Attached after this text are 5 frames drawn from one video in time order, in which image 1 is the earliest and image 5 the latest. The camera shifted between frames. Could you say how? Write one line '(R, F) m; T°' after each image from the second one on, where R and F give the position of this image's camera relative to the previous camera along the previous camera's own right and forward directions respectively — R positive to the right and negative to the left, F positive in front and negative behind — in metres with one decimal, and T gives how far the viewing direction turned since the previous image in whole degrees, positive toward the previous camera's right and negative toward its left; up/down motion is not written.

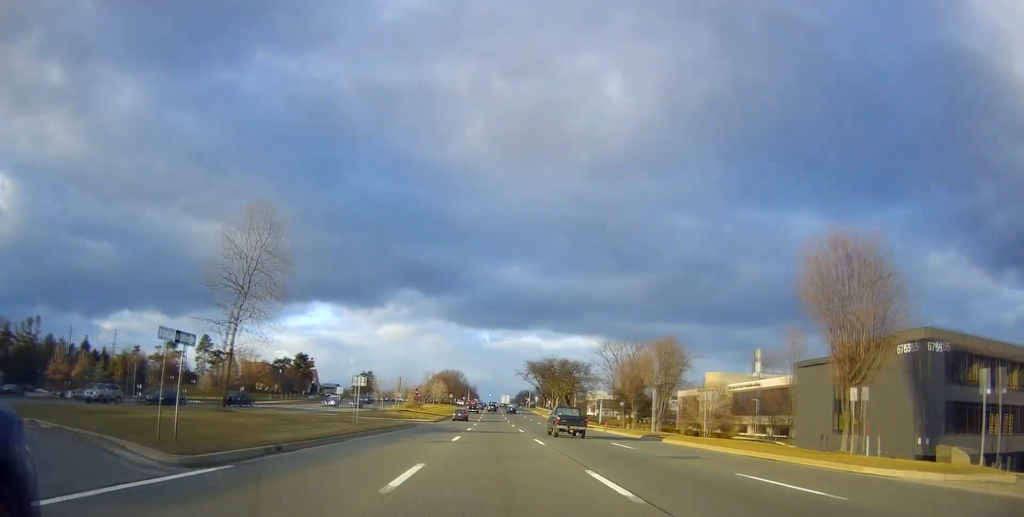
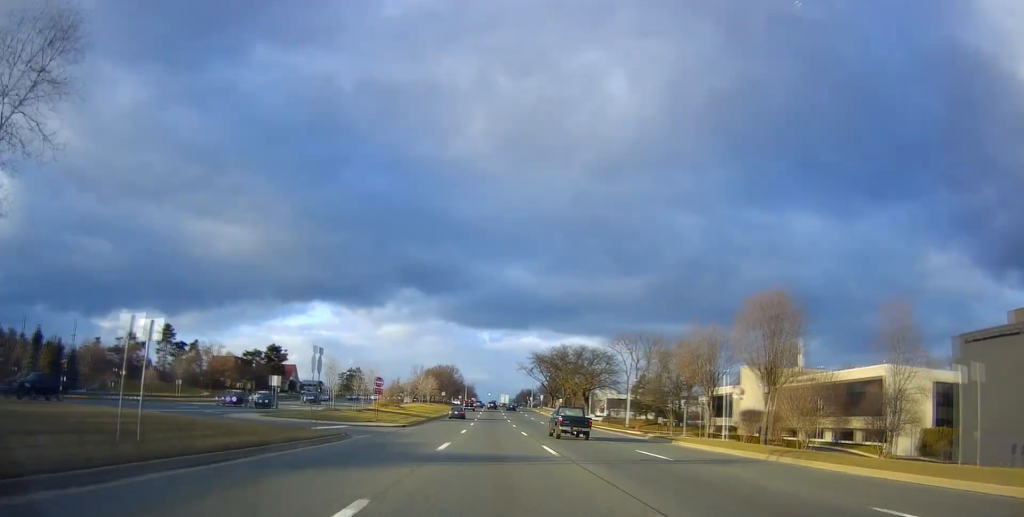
(-0.7, +21.0) m; 0°
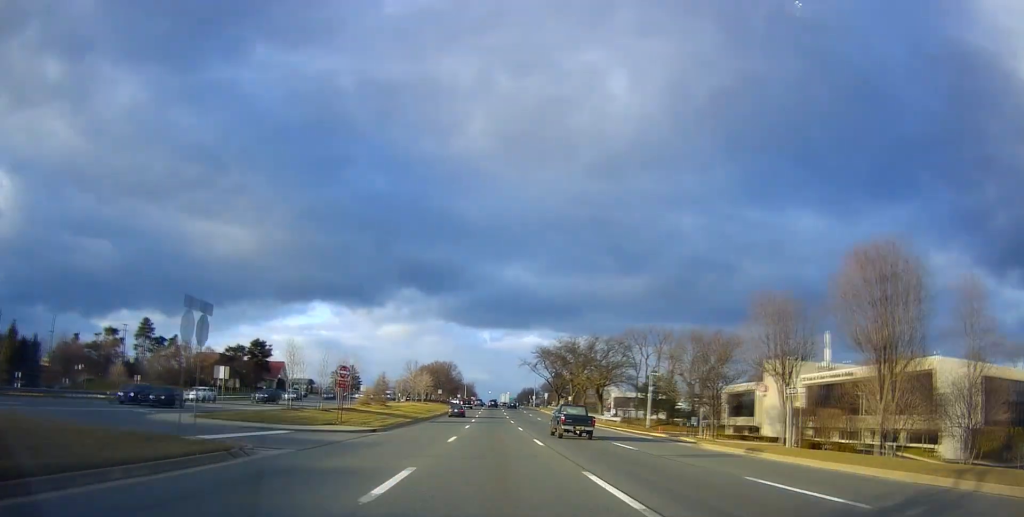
(+0.3, +10.4) m; +1°
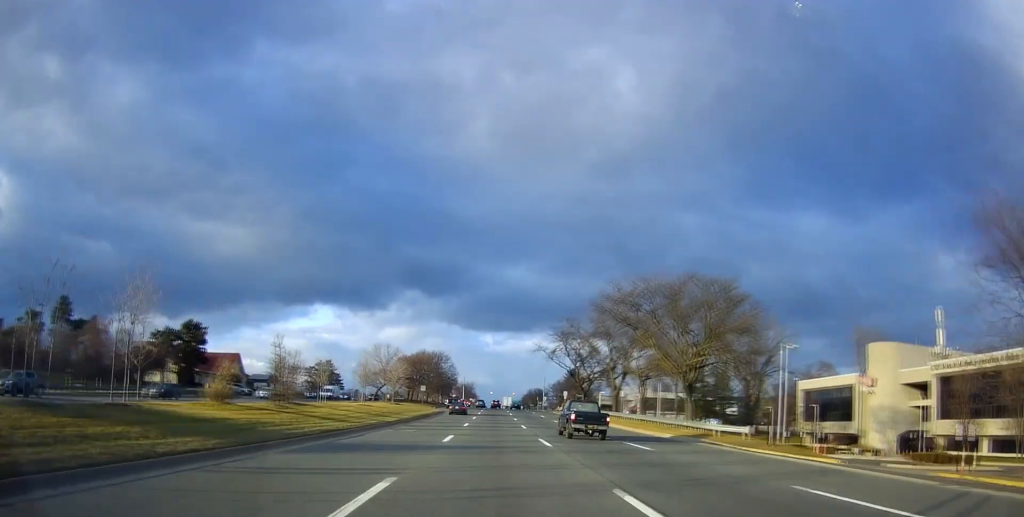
(+0.6, +32.7) m; 0°
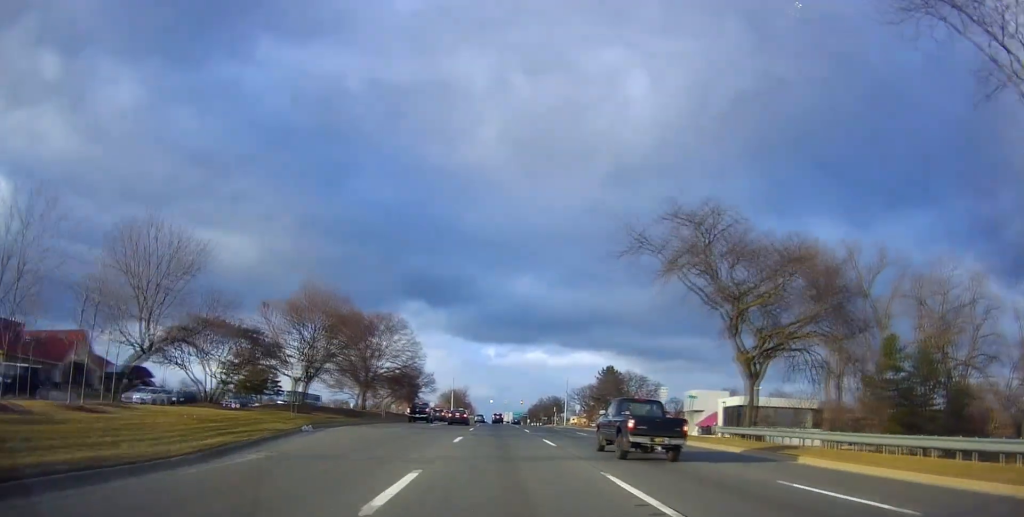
(-0.6, +60.9) m; -1°
